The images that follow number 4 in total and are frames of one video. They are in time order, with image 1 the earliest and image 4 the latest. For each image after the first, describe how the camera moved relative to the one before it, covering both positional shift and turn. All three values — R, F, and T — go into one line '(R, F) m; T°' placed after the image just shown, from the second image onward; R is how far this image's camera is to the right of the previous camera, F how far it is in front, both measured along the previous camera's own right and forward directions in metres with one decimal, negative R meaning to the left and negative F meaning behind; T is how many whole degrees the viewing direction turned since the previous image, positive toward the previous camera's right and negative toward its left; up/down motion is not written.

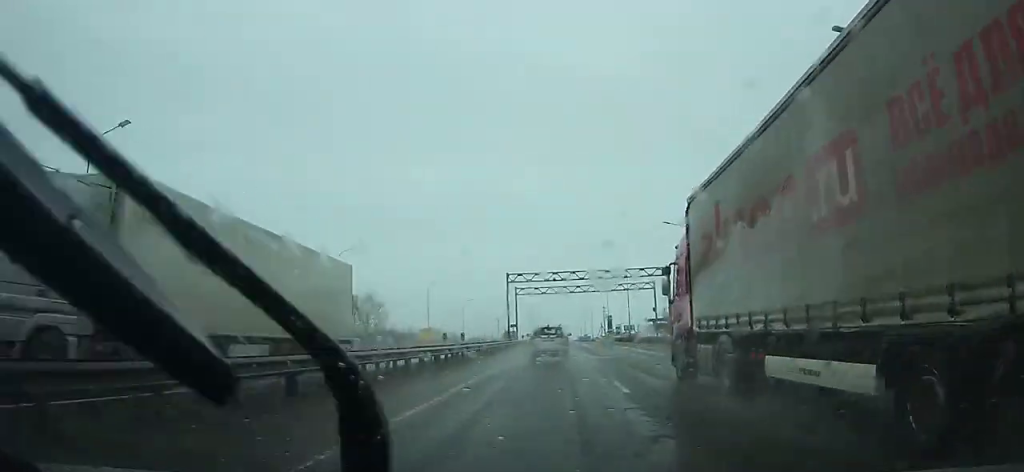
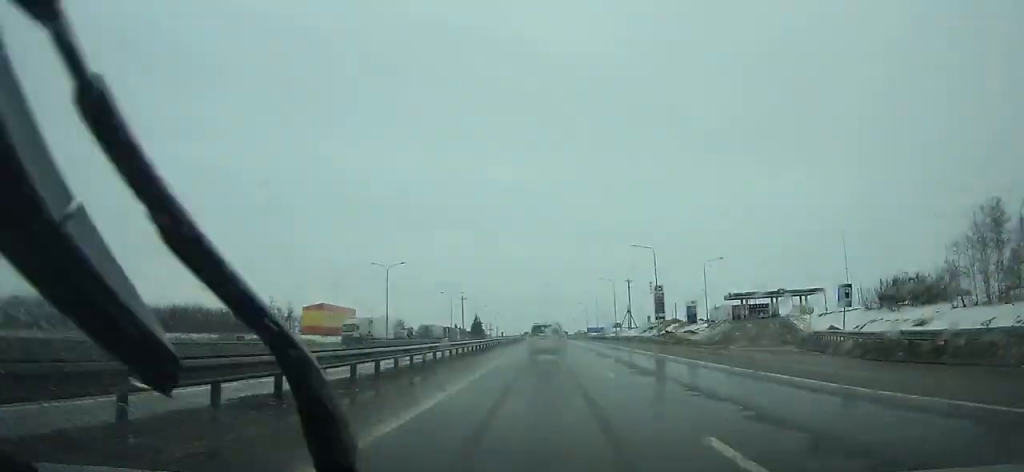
(0.0, +128.2) m; +1°
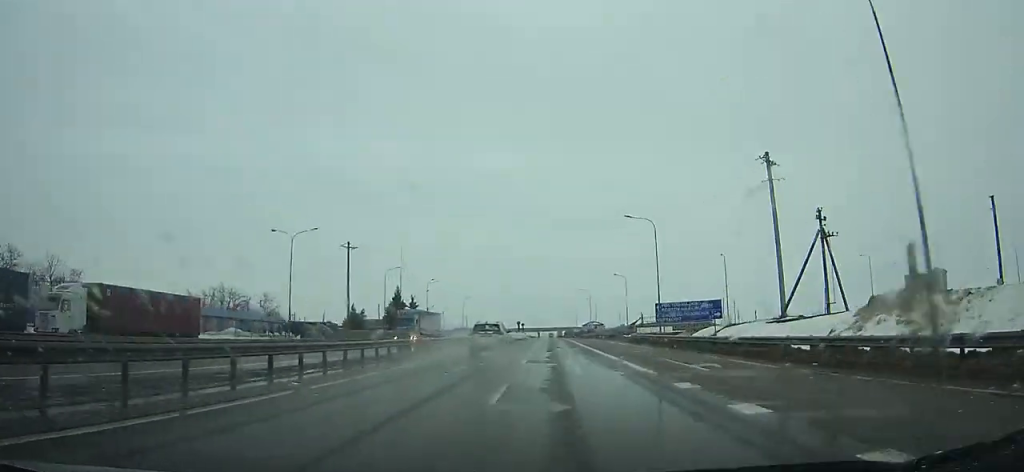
(+0.9, +133.4) m; 0°
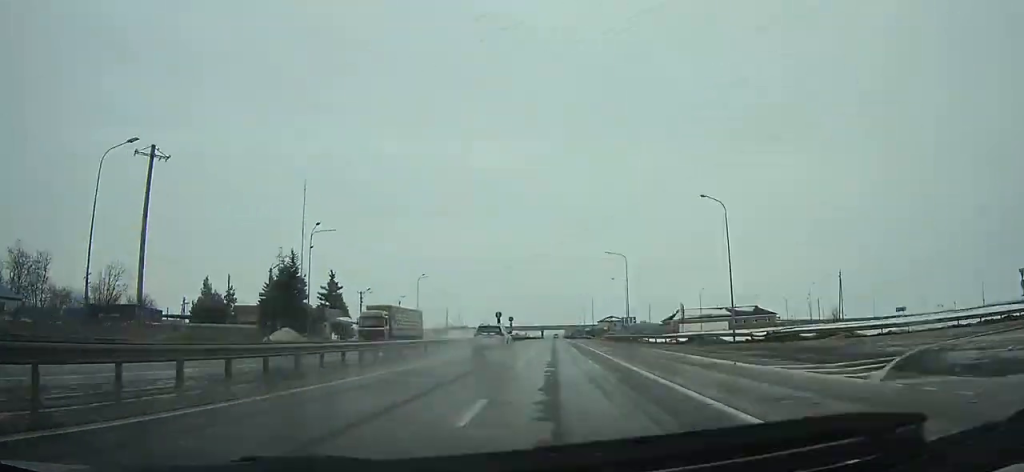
(-0.3, +60.7) m; 0°
